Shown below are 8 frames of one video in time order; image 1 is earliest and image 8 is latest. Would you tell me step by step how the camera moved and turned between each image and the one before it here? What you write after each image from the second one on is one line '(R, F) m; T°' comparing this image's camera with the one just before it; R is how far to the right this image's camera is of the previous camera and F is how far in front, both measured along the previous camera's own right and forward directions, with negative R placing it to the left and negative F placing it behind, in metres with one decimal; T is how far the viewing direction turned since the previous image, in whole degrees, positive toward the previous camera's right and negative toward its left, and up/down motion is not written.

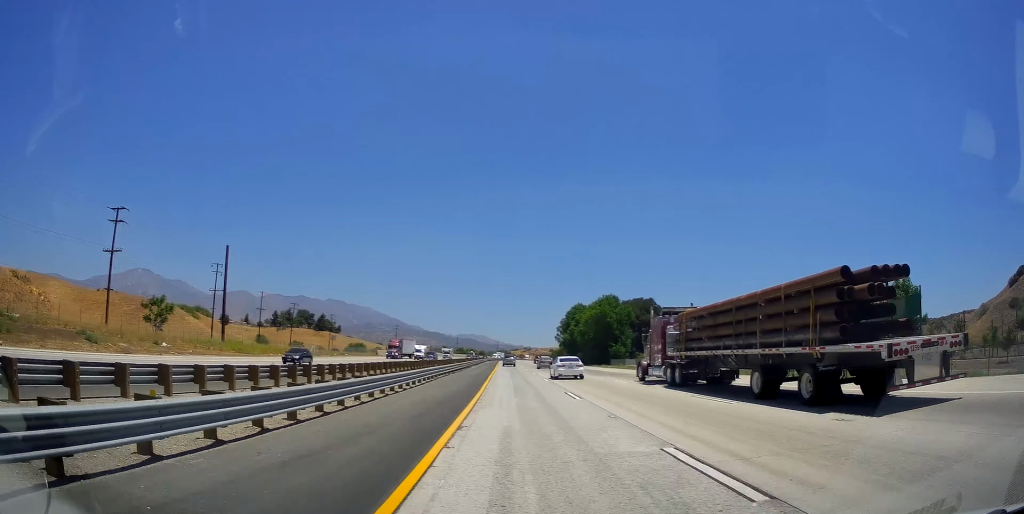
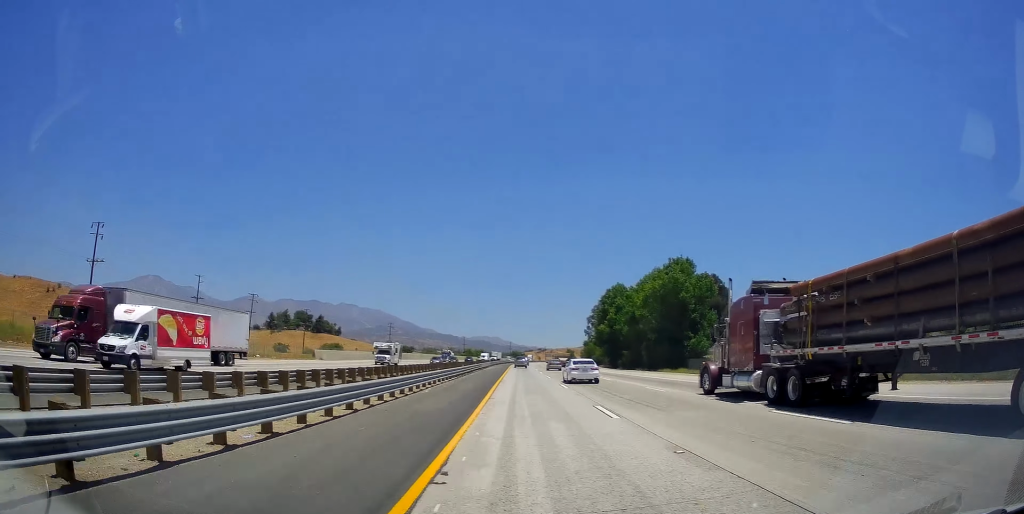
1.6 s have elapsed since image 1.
(-1.5, +48.7) m; -3°
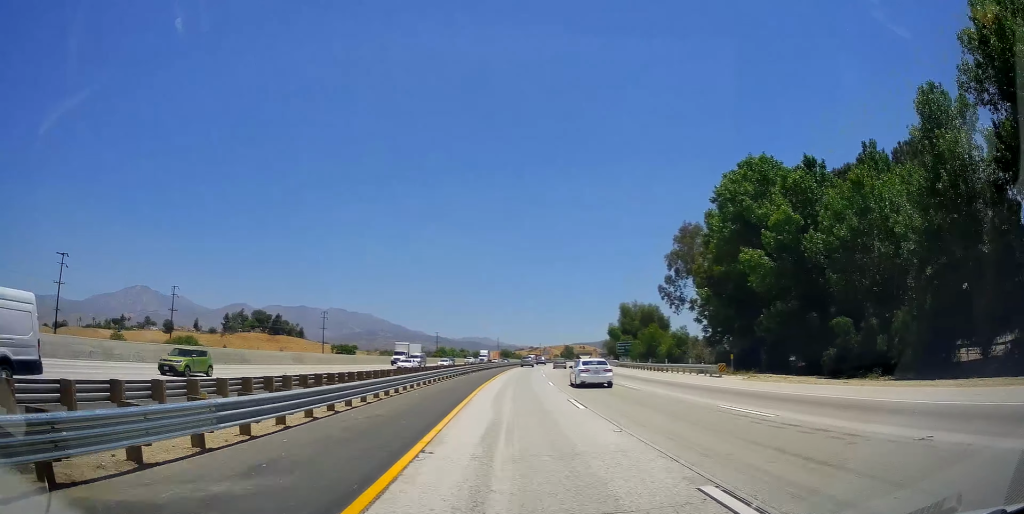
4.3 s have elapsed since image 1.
(-0.3, +86.9) m; 0°
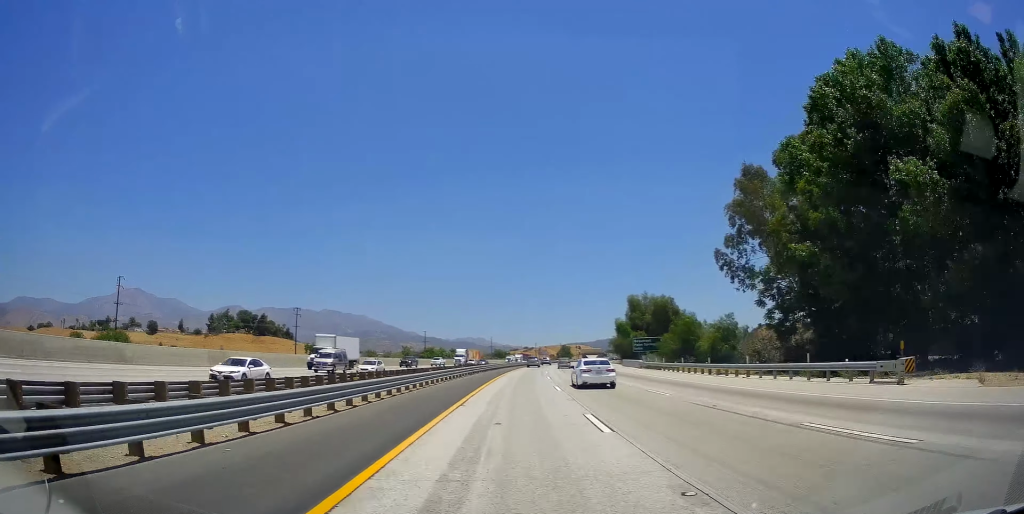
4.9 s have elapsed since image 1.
(0.0, +19.5) m; +1°
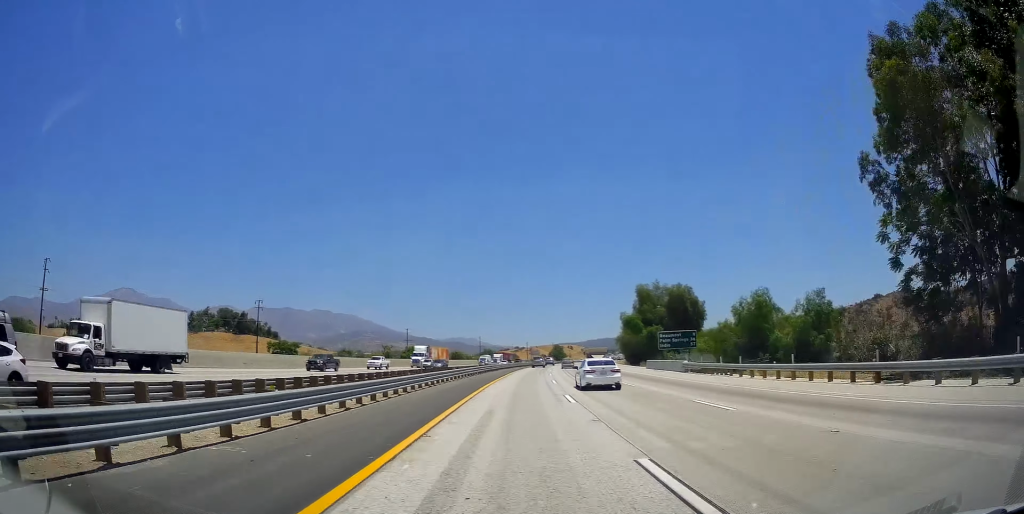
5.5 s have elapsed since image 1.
(-0.2, +20.8) m; +1°
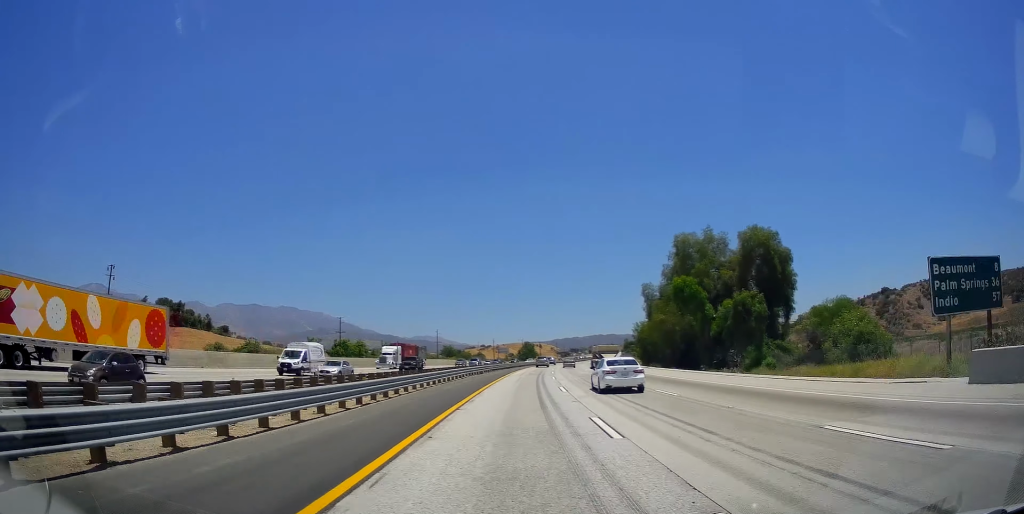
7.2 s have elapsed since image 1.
(+1.8, +52.9) m; +3°
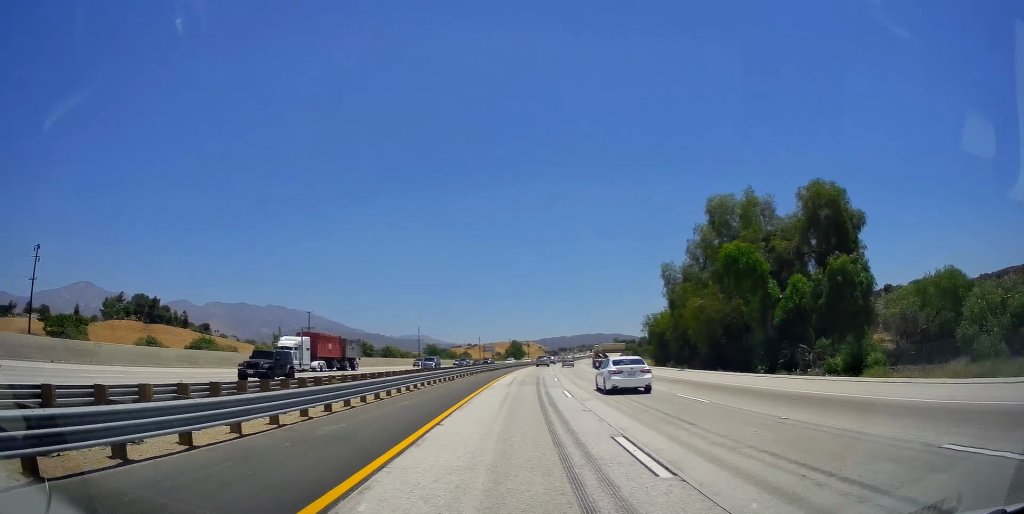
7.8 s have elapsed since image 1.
(0.0, +20.0) m; +1°
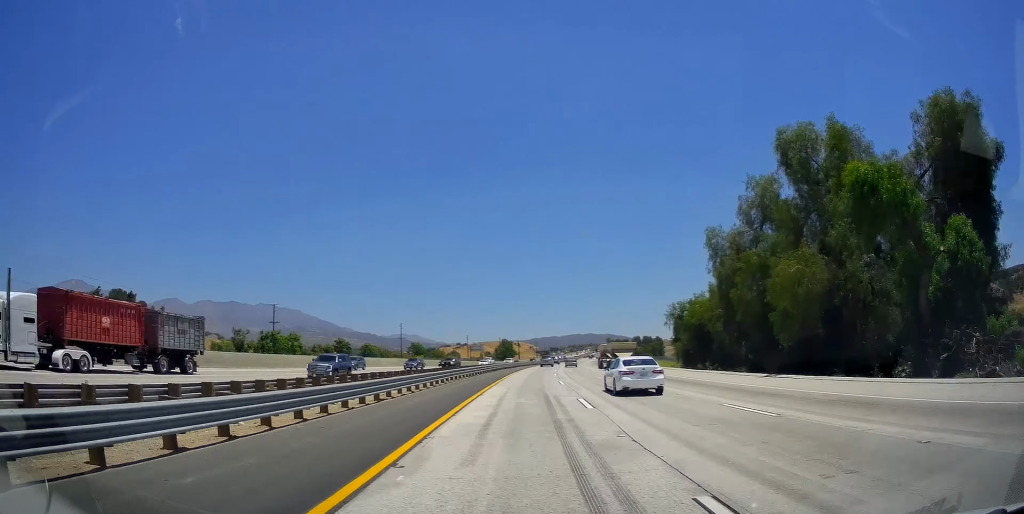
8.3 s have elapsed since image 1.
(+0.2, +19.3) m; +1°
